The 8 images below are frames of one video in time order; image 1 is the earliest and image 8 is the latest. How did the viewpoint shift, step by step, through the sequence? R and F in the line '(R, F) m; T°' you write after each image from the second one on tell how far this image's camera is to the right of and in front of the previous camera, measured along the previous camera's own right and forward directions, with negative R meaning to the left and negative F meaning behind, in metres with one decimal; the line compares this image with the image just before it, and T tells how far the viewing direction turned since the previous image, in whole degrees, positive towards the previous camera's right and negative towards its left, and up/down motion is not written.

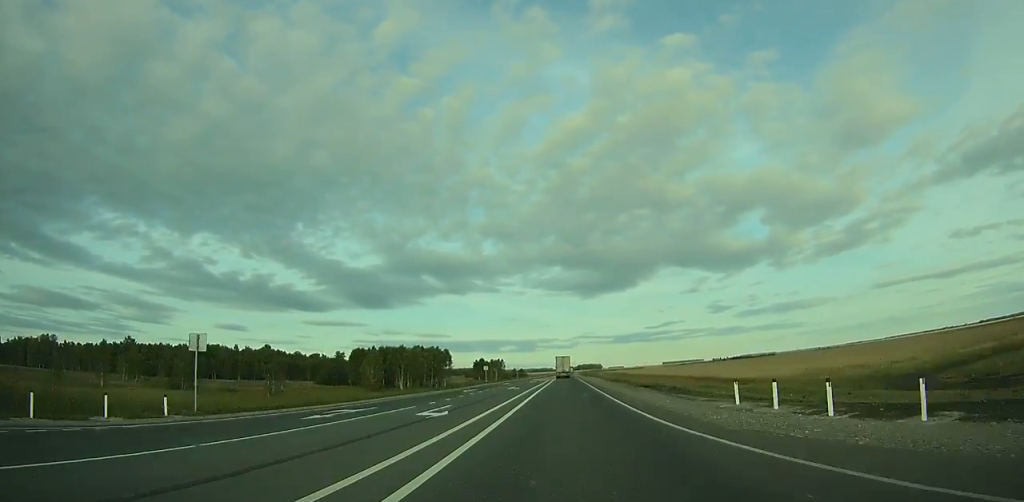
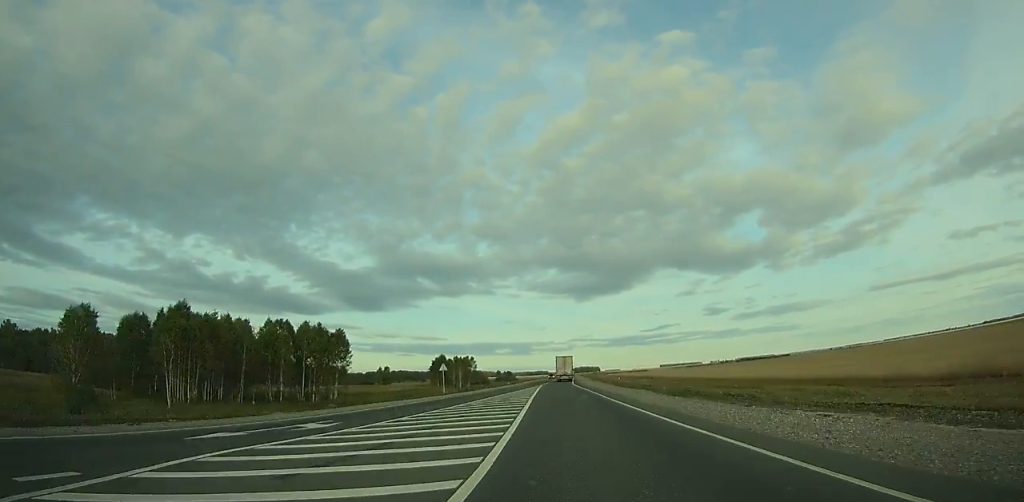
(0.0, +94.6) m; 0°
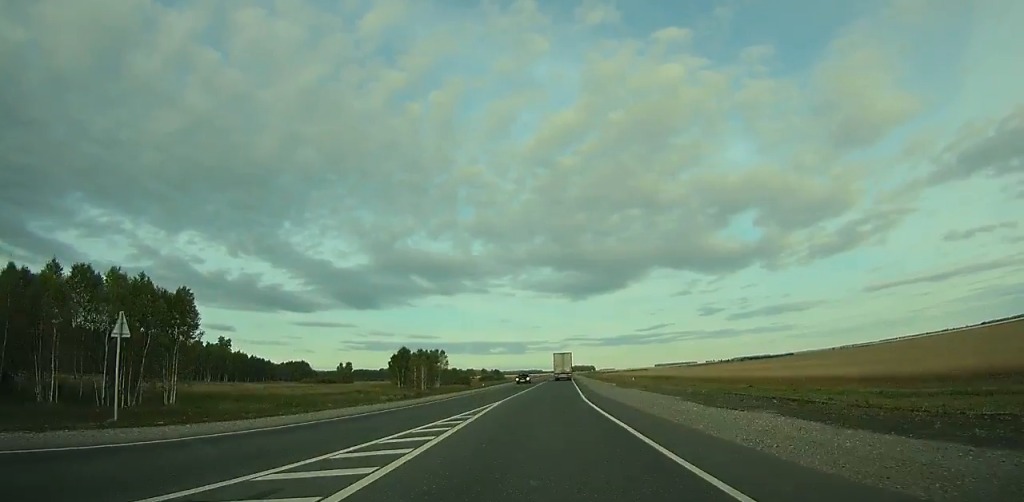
(0.0, +45.4) m; 0°
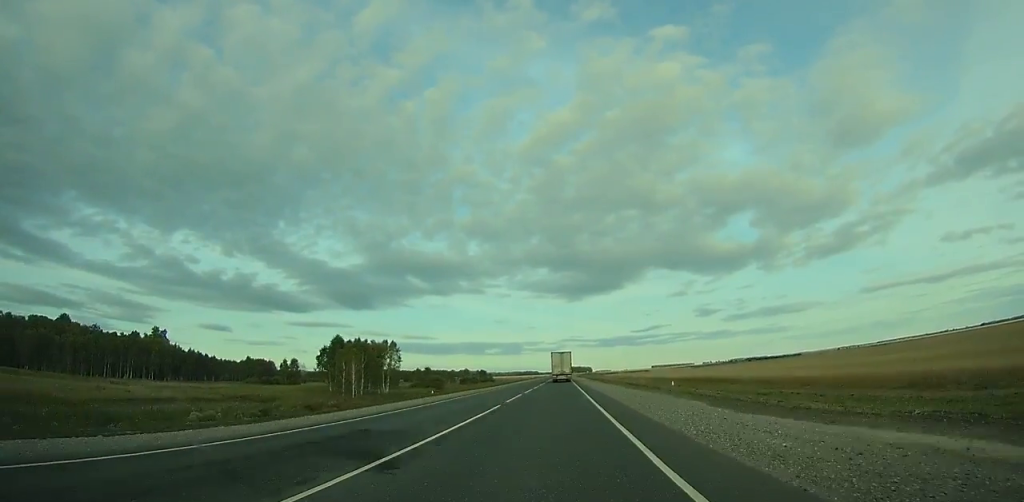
(+0.2, +47.6) m; 0°
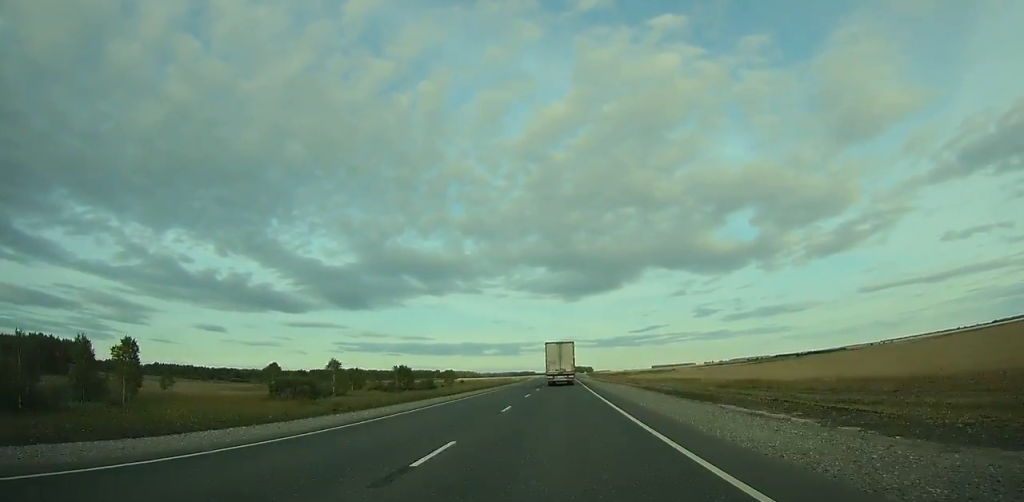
(+0.6, +161.9) m; 0°
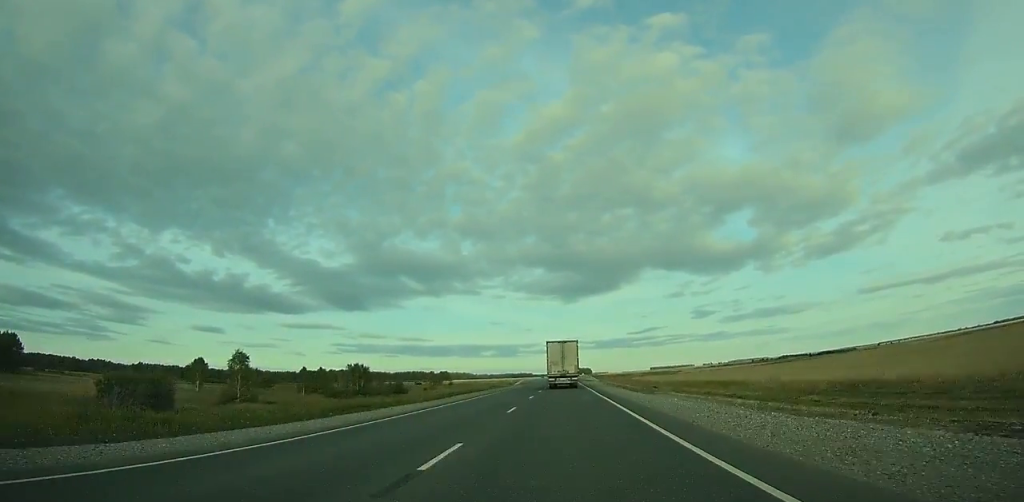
(0.0, +36.0) m; 0°
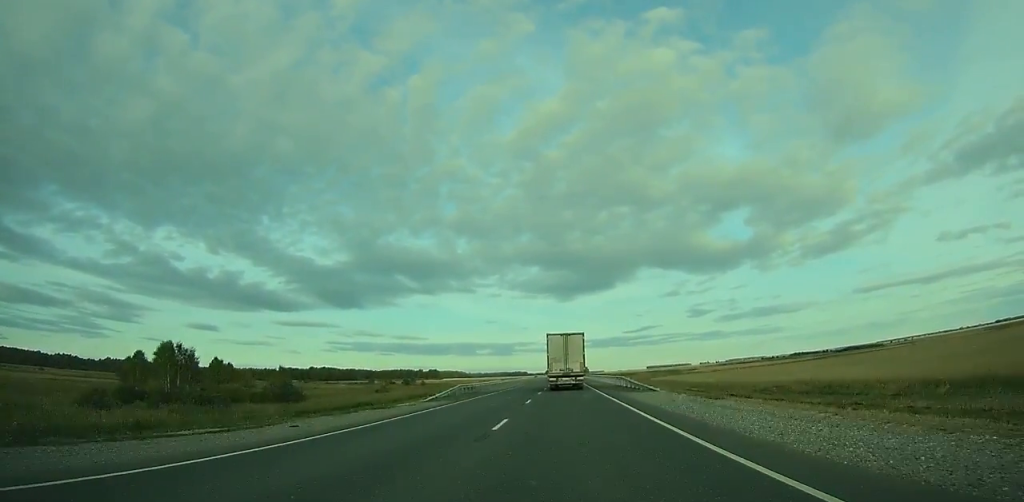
(+0.2, +65.9) m; 0°
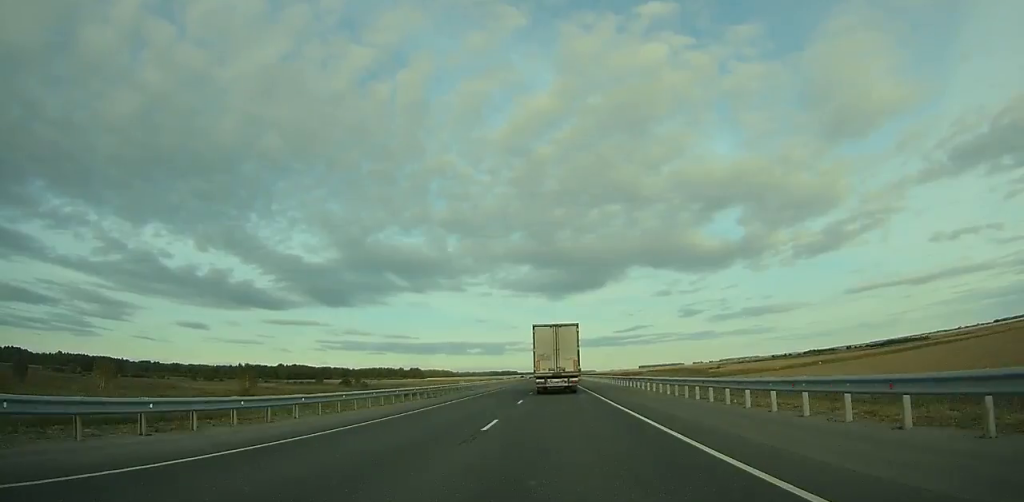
(+0.3, +83.9) m; 0°
